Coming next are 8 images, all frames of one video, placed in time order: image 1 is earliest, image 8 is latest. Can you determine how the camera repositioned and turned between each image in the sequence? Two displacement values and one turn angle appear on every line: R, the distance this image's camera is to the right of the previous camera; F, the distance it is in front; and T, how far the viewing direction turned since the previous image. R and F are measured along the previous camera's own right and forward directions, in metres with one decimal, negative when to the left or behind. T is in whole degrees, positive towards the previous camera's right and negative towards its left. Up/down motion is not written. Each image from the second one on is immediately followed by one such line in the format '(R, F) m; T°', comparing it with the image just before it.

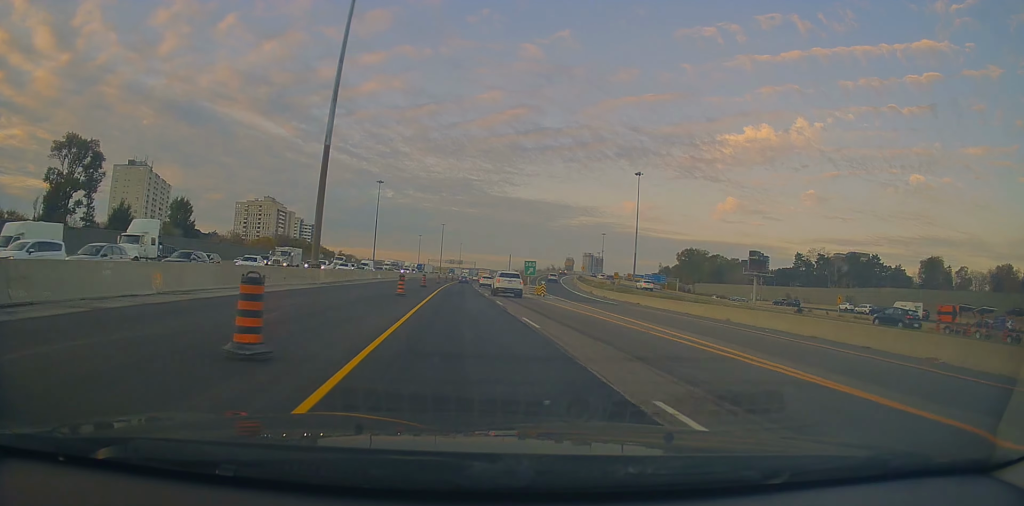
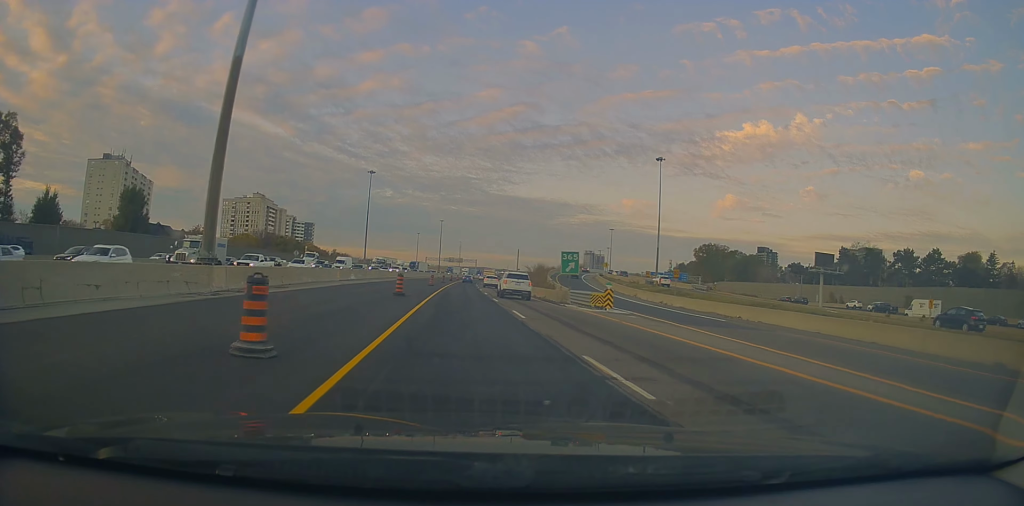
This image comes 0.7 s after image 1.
(0.0, +20.5) m; 0°
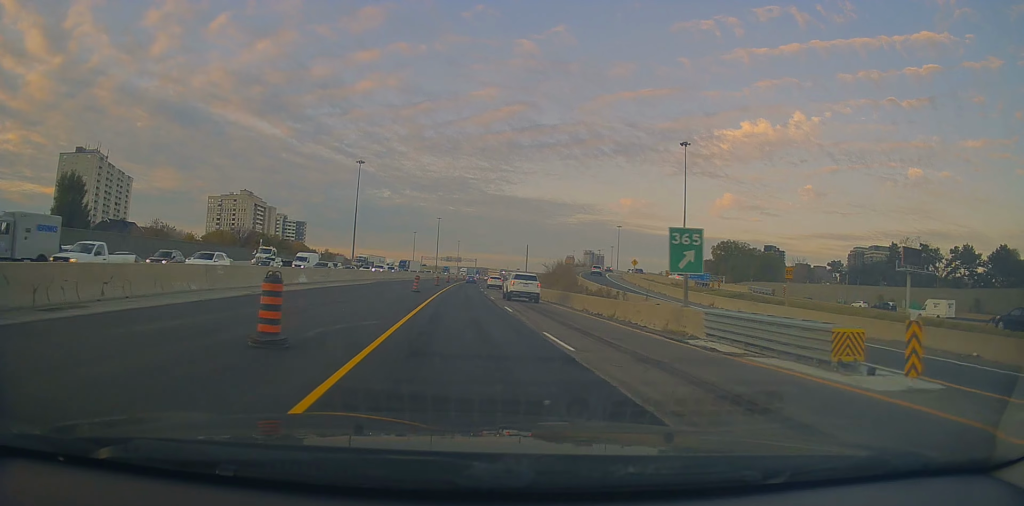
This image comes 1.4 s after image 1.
(+0.2, +19.5) m; 0°
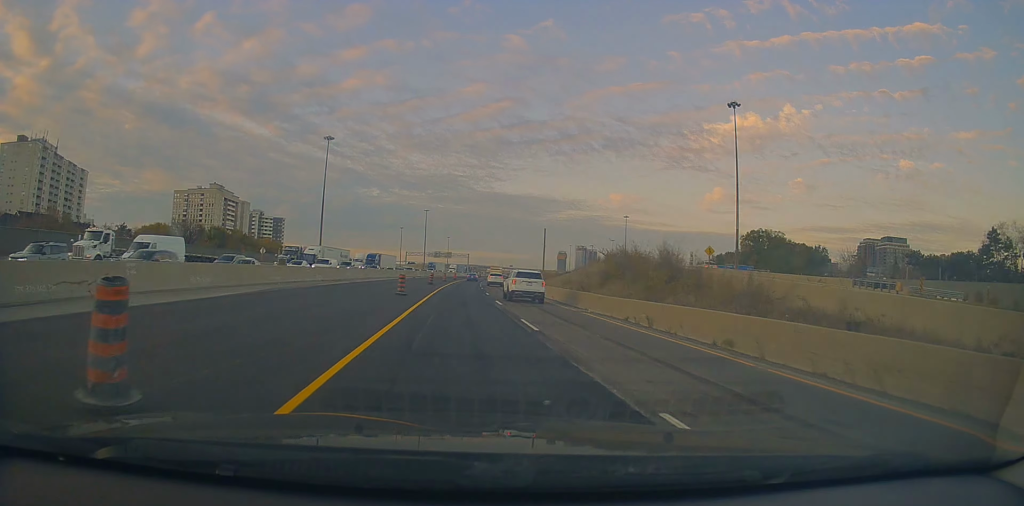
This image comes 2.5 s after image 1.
(-0.4, +32.2) m; +1°
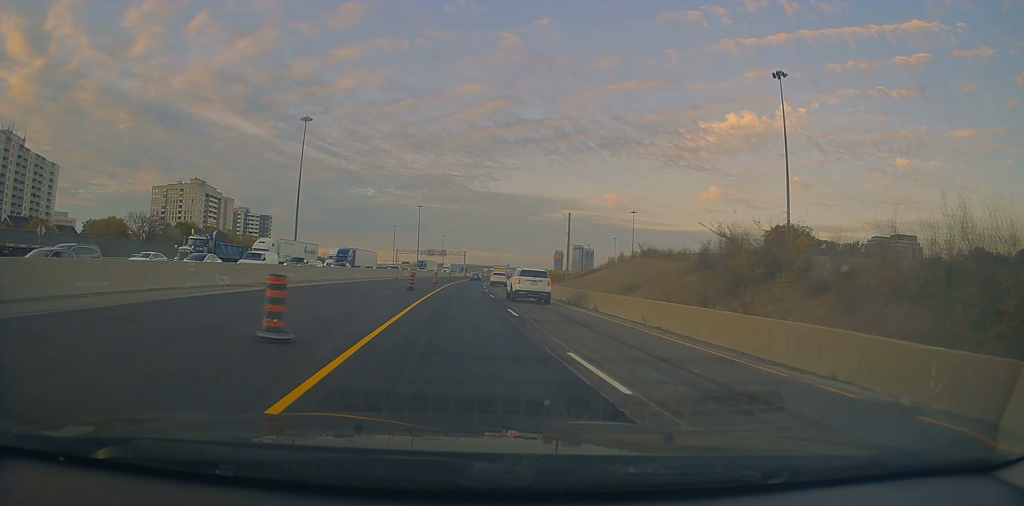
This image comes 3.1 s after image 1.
(+0.6, +19.7) m; +1°
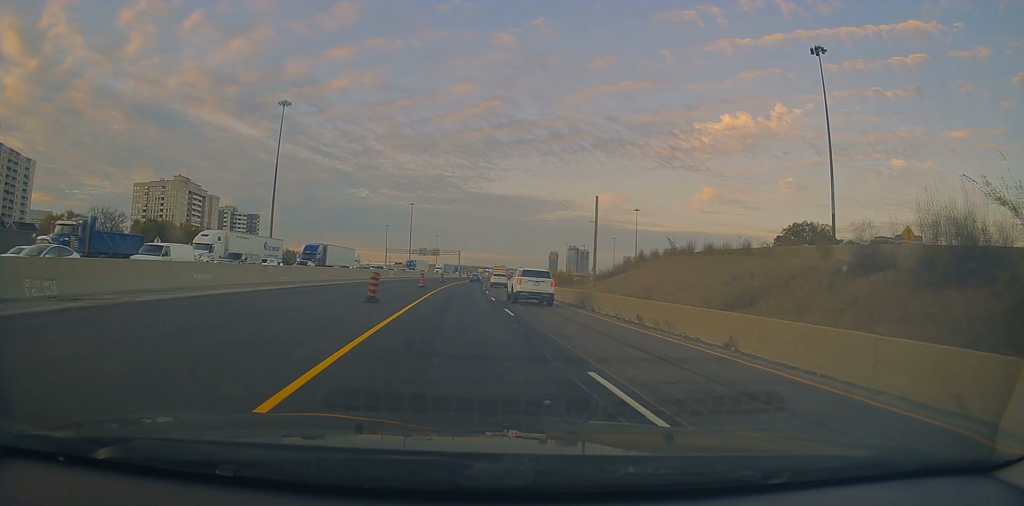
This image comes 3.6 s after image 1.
(+0.1, +13.8) m; 0°
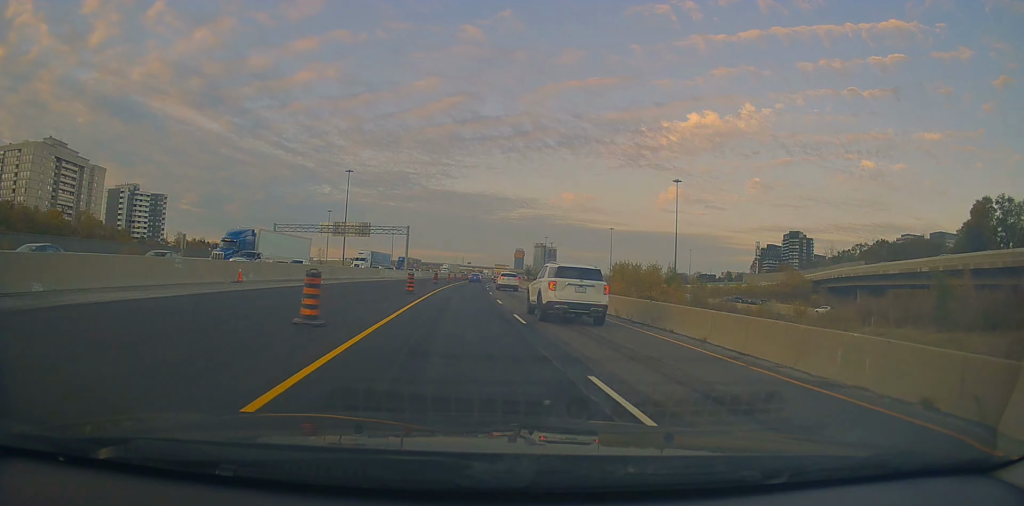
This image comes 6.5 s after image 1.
(+1.7, +86.1) m; +4°
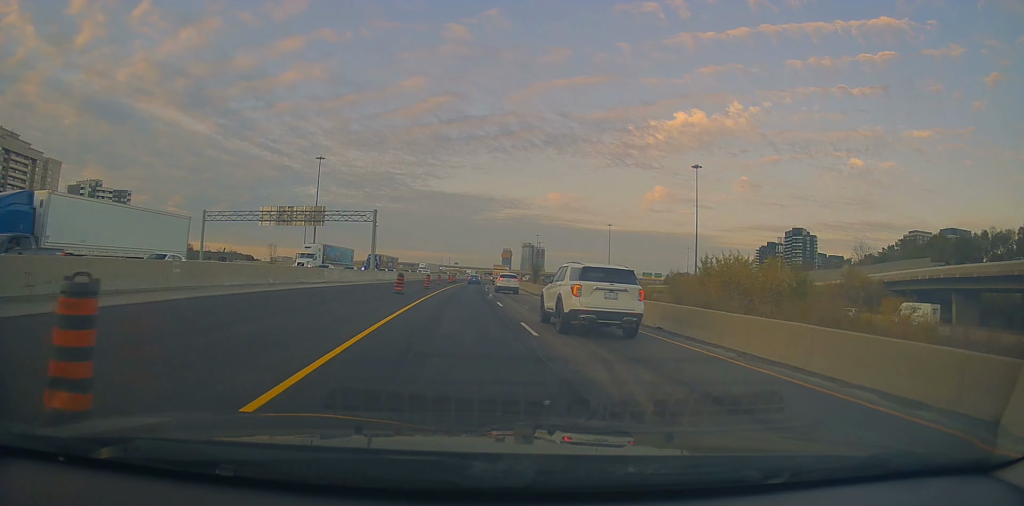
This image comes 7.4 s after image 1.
(+0.1, +24.9) m; +1°
